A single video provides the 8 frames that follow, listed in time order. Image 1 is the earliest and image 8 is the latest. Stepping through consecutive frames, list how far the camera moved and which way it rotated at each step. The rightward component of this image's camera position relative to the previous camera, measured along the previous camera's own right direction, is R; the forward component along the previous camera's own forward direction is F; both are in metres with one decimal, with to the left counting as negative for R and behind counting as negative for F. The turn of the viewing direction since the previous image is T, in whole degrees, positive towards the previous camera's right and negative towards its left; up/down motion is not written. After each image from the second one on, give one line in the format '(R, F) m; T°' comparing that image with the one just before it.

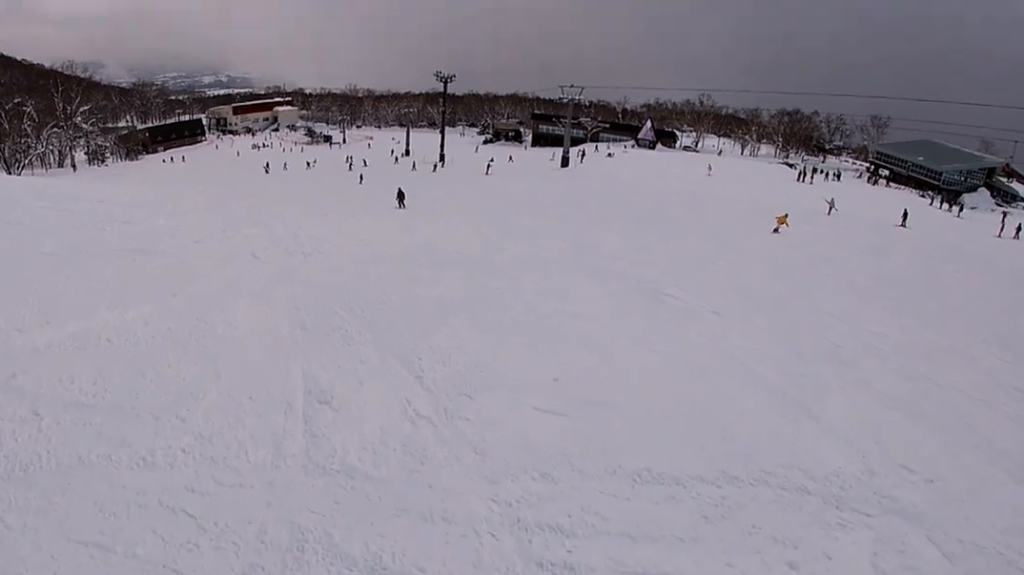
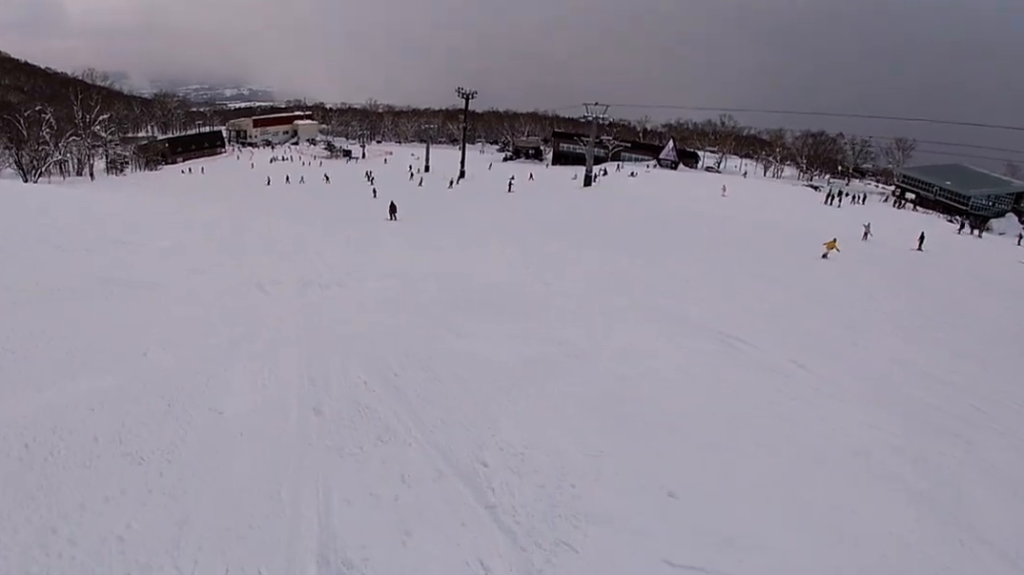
(+0.4, +2.6) m; +2°
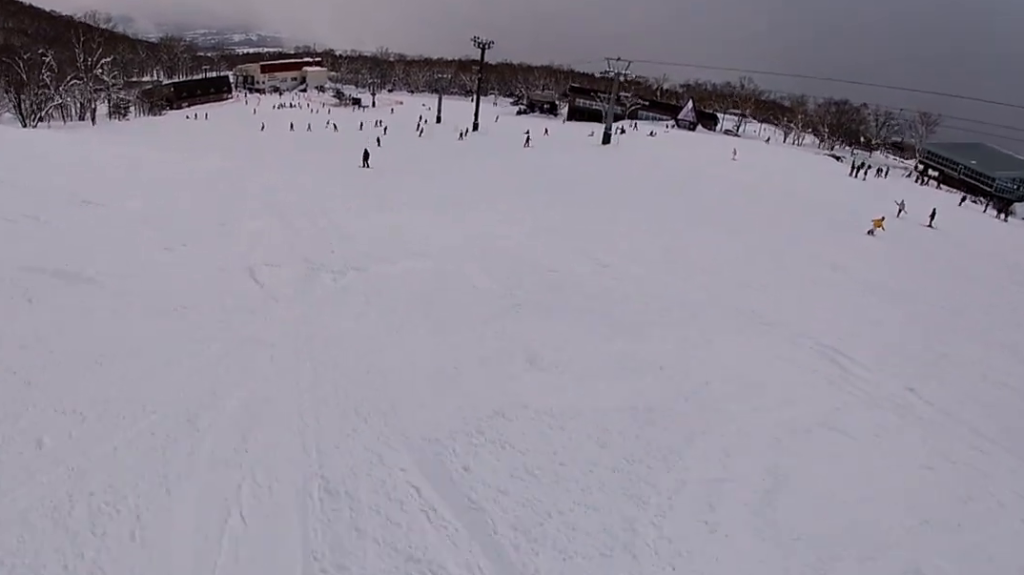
(+0.4, +3.1) m; -1°
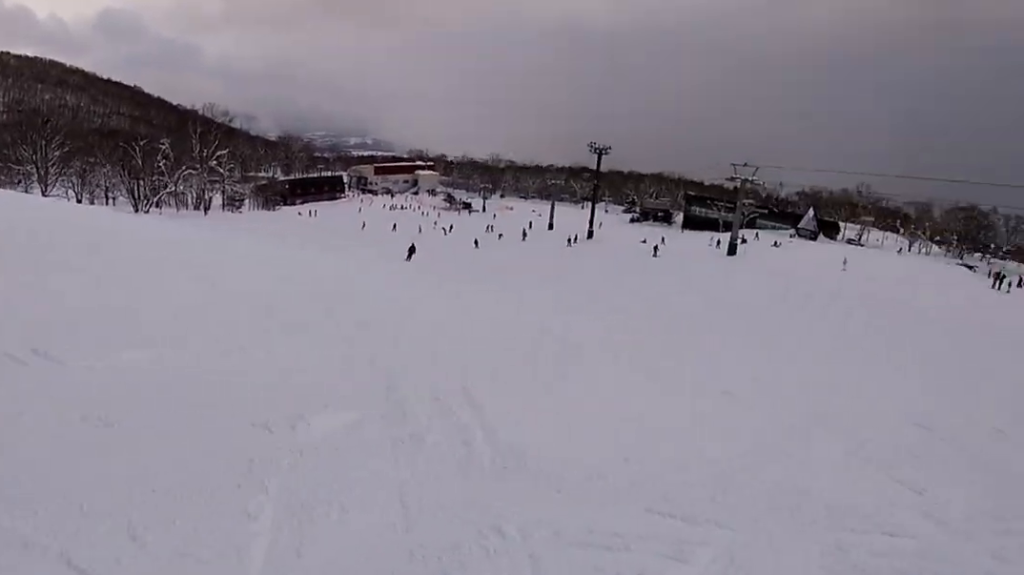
(-1.4, +6.4) m; -22°
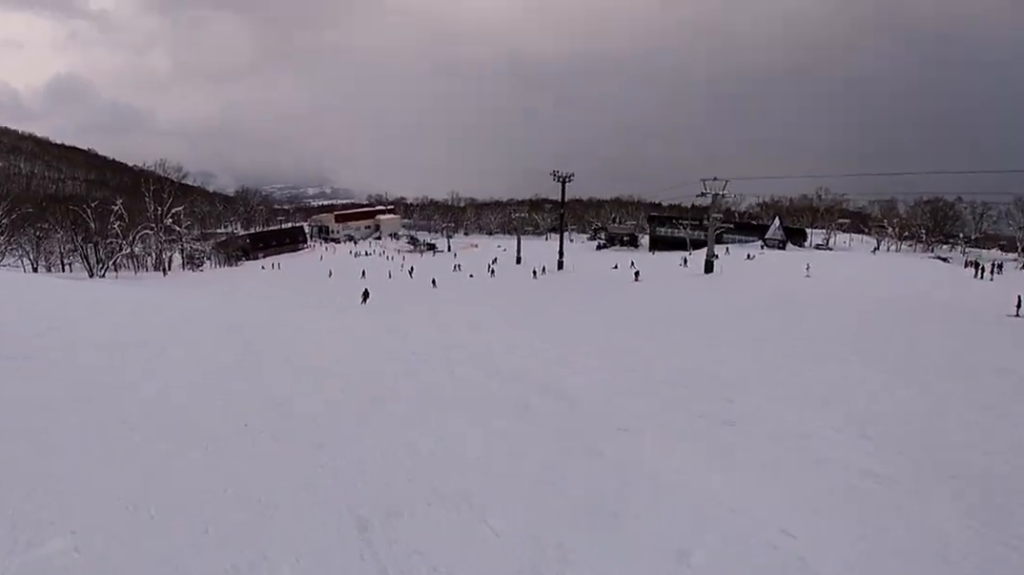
(-1.1, +4.2) m; 0°
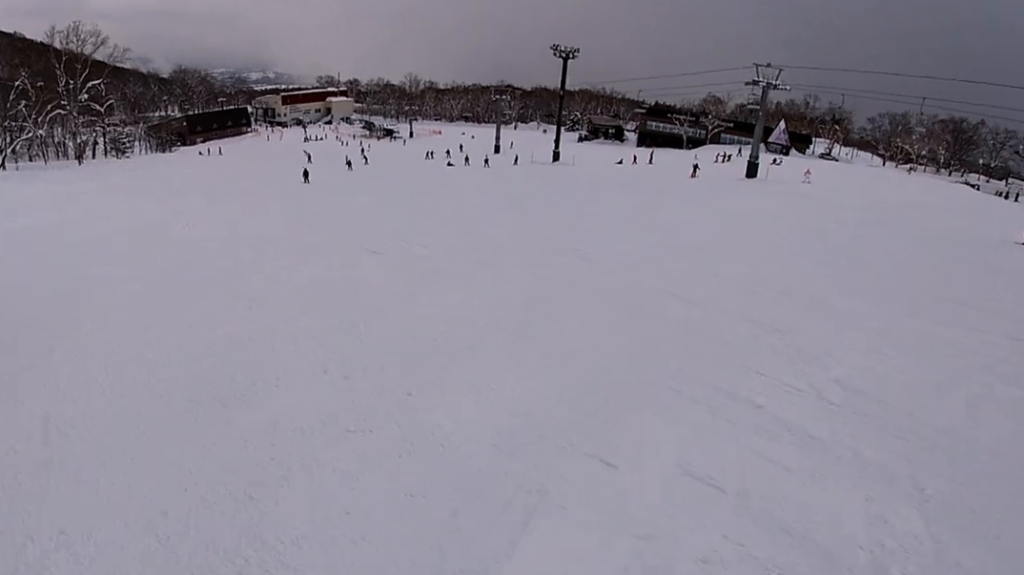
(+3.9, +18.9) m; +7°
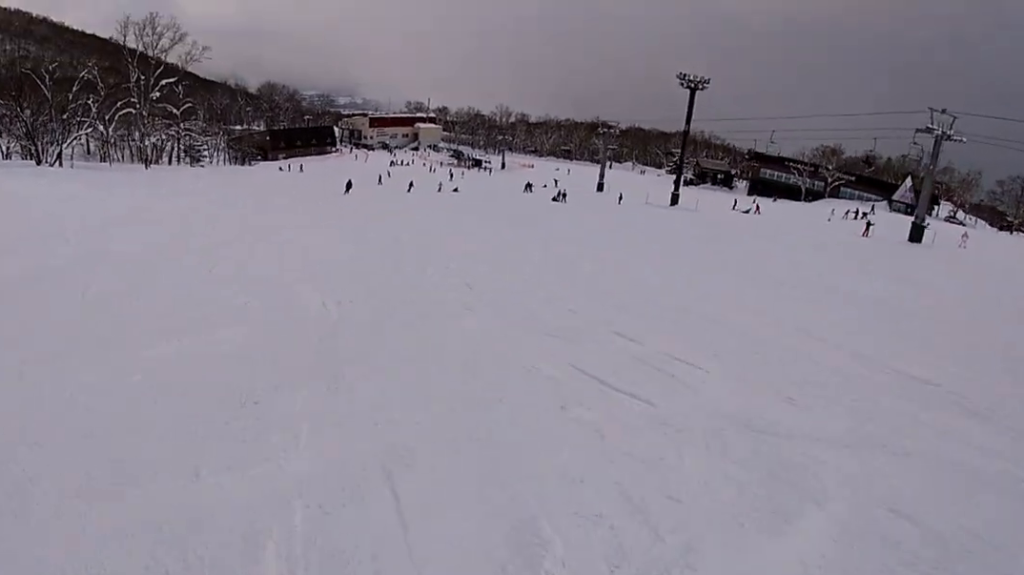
(-0.9, +11.5) m; -3°
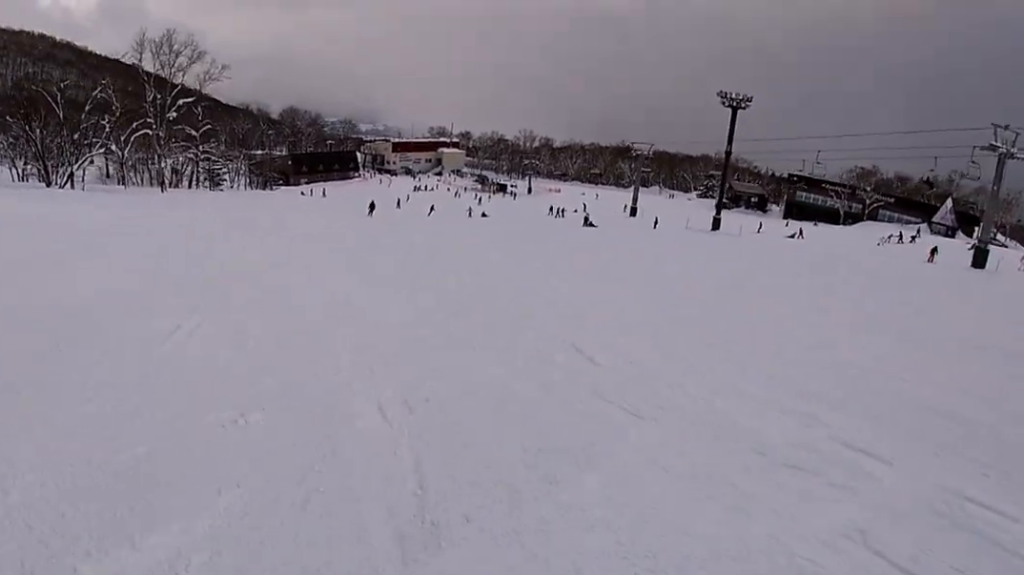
(+0.1, +4.6) m; +1°
